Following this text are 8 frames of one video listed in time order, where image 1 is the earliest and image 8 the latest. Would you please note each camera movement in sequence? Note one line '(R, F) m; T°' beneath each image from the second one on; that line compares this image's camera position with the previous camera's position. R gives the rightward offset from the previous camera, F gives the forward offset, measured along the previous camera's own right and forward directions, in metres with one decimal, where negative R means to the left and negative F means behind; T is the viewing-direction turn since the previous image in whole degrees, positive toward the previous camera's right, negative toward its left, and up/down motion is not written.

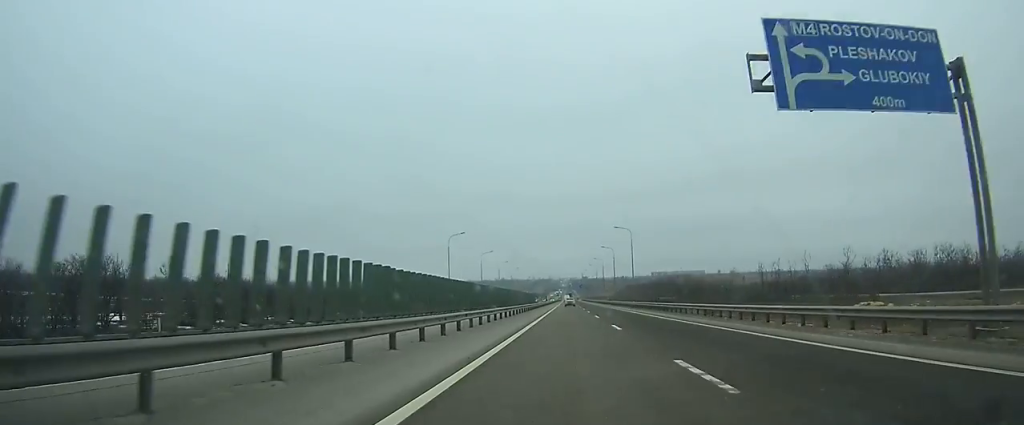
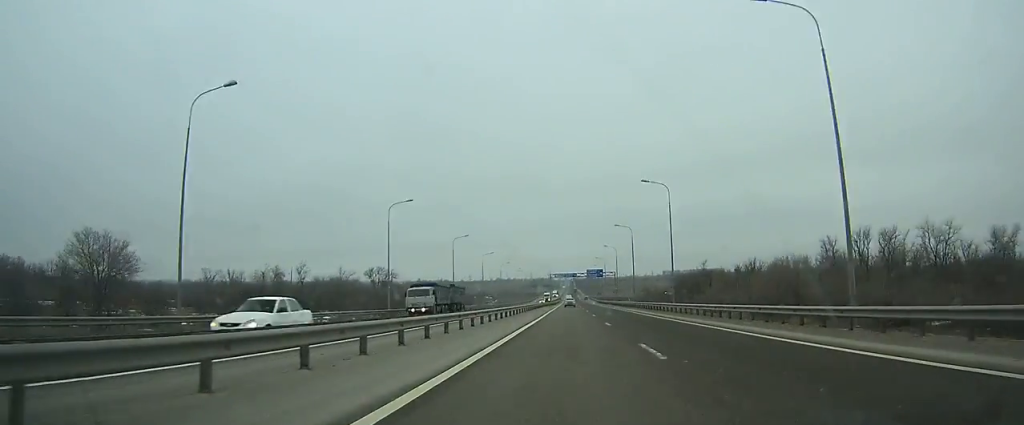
(-0.2, +173.4) m; 0°
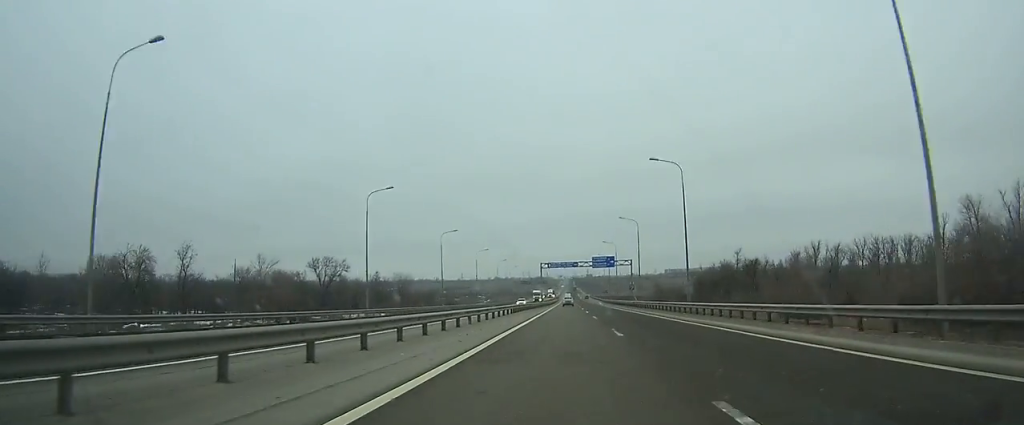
(0.0, +41.3) m; 0°
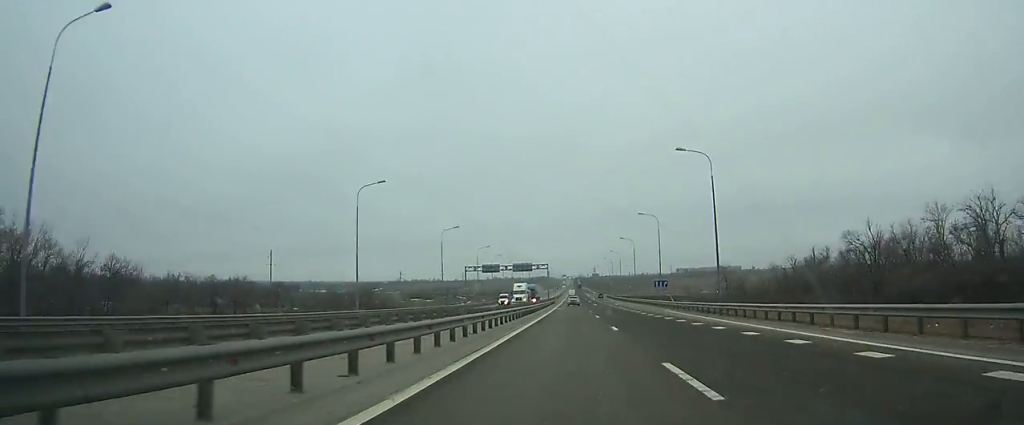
(-0.2, +109.1) m; 0°
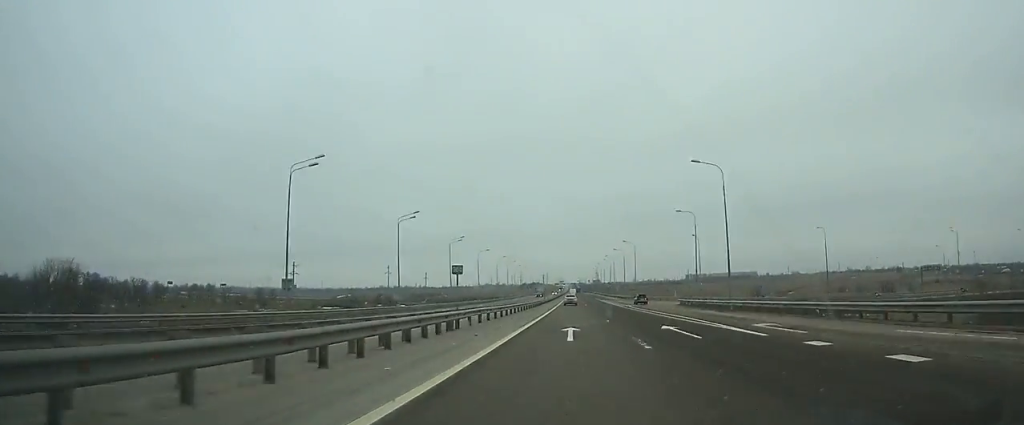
(+0.3, +137.0) m; 0°
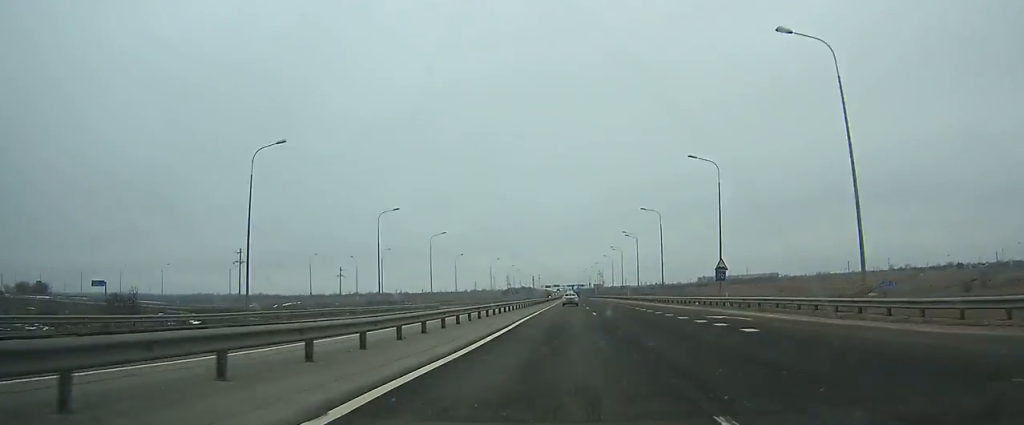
(+0.1, +150.8) m; 0°
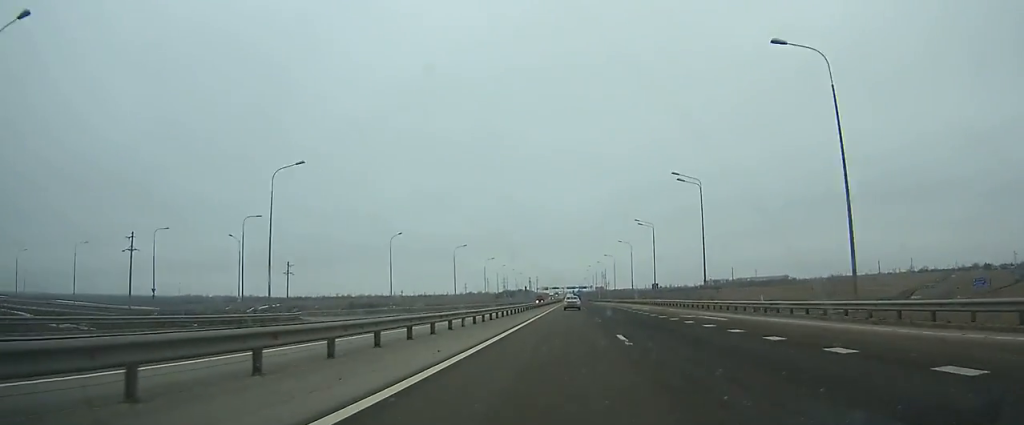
(-0.1, +52.4) m; 0°
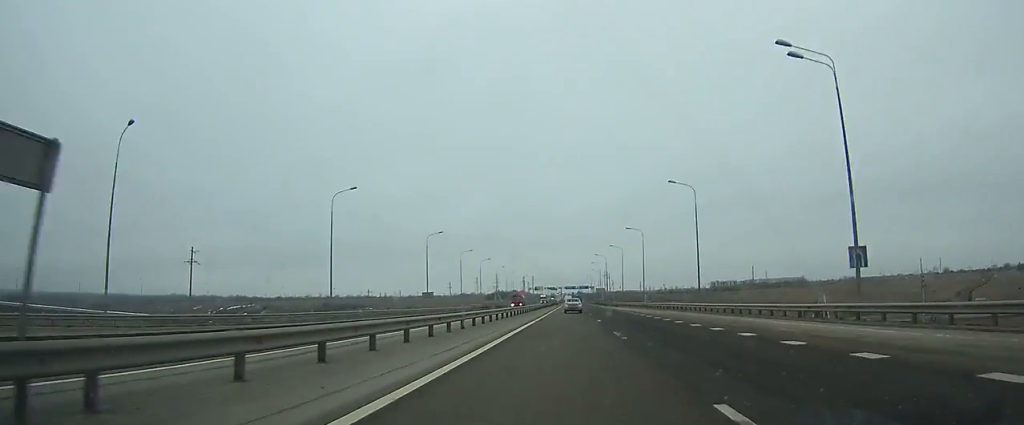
(0.0, +61.0) m; 0°
